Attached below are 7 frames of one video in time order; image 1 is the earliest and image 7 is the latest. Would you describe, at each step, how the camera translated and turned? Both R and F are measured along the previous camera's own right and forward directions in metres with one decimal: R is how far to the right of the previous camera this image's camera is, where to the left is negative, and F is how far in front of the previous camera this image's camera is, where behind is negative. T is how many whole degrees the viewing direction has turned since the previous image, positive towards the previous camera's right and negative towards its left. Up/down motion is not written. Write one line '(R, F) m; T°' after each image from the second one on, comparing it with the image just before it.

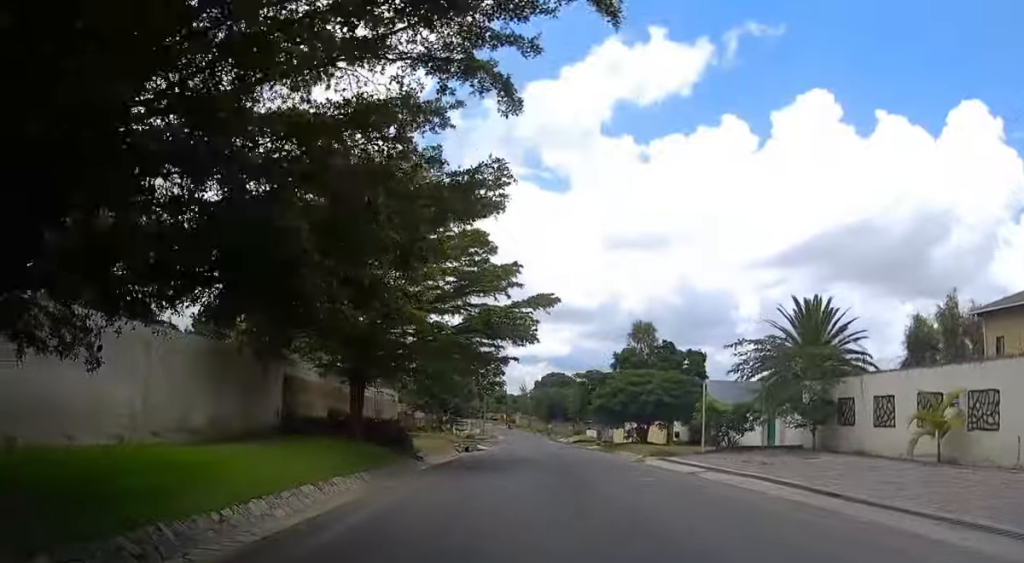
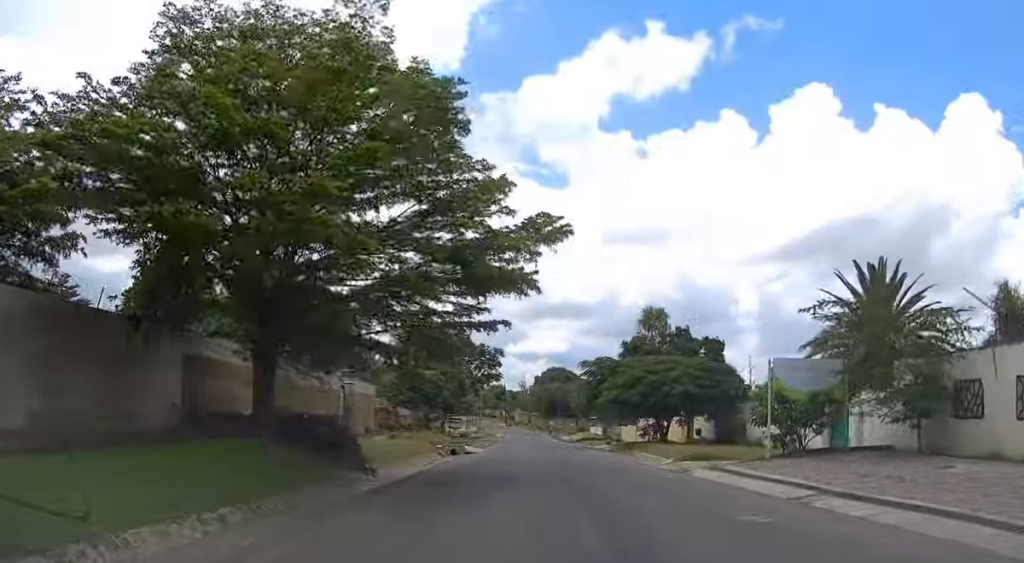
(-0.1, +8.5) m; 0°
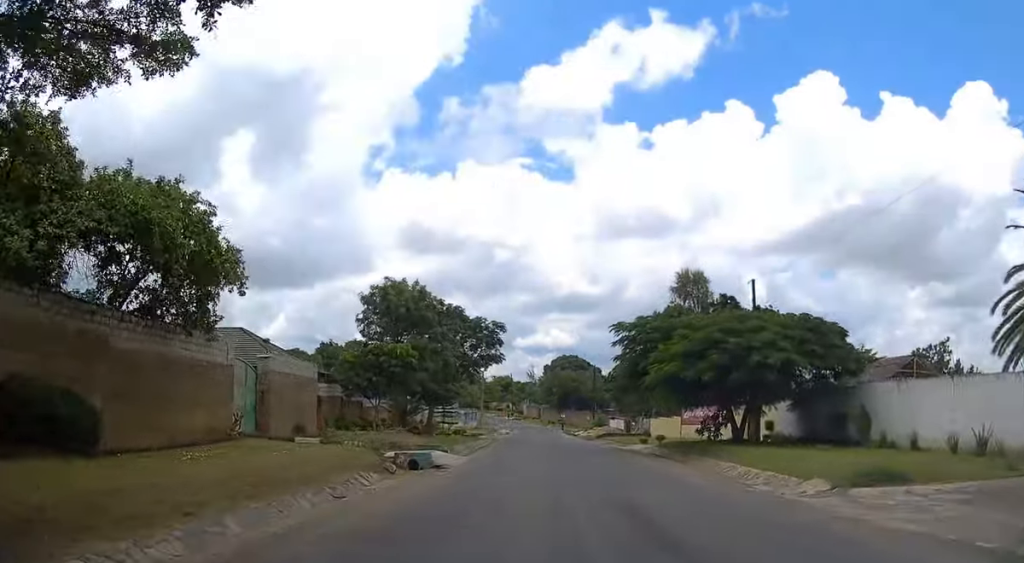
(+0.2, +15.6) m; 0°
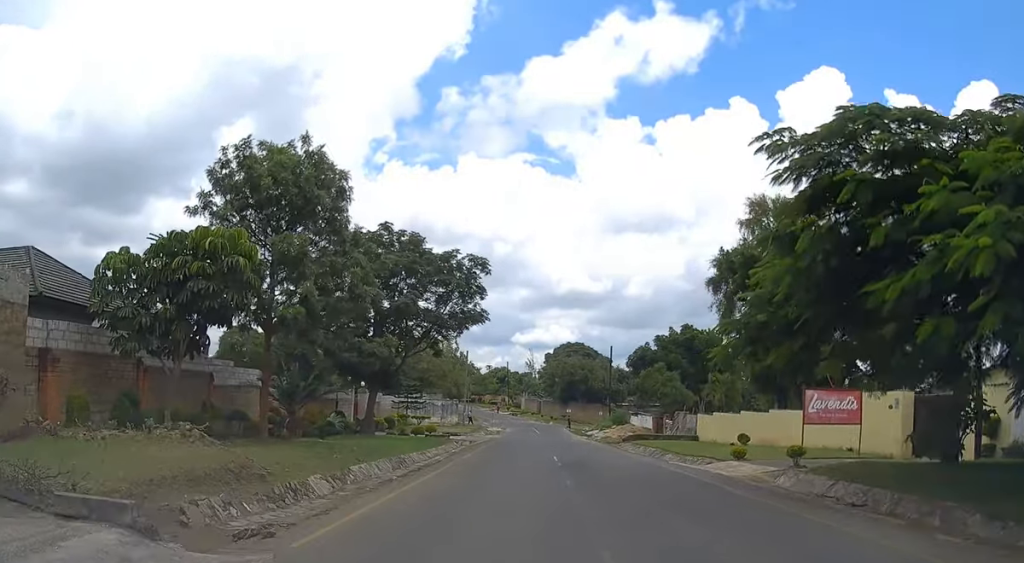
(+0.1, +22.2) m; +1°
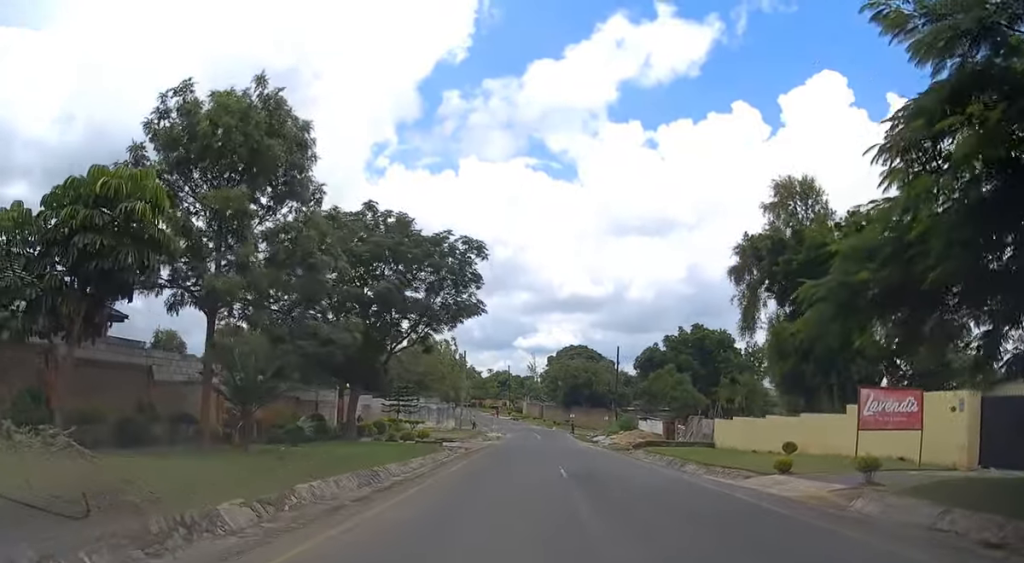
(0.0, +4.4) m; 0°
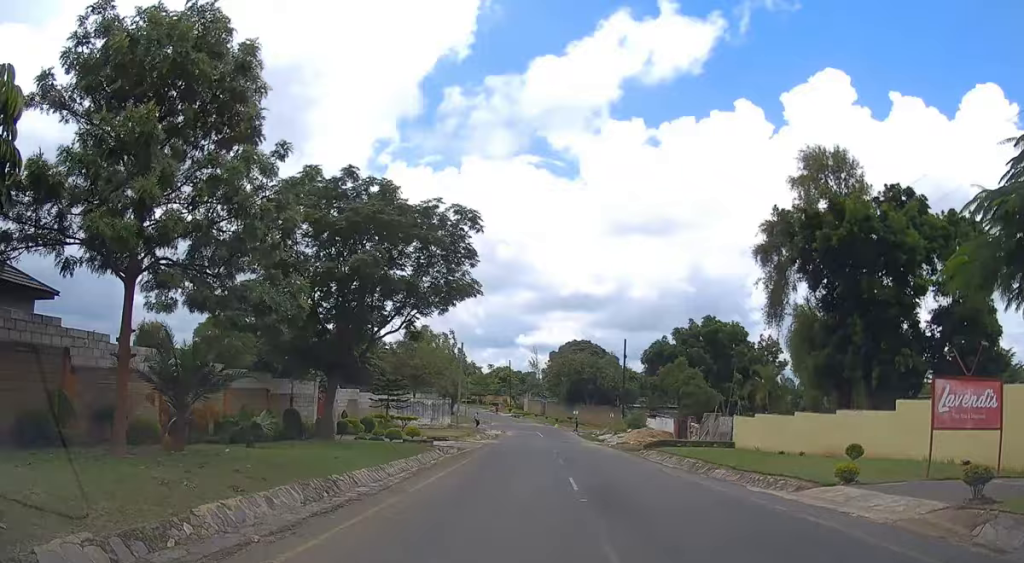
(0.0, +4.3) m; 0°
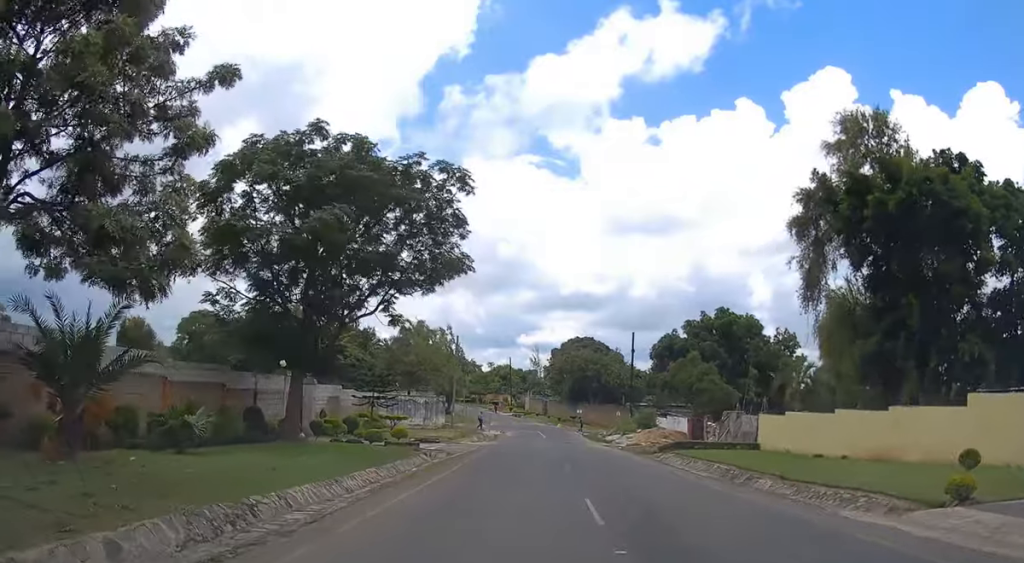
(0.0, +4.7) m; 0°
